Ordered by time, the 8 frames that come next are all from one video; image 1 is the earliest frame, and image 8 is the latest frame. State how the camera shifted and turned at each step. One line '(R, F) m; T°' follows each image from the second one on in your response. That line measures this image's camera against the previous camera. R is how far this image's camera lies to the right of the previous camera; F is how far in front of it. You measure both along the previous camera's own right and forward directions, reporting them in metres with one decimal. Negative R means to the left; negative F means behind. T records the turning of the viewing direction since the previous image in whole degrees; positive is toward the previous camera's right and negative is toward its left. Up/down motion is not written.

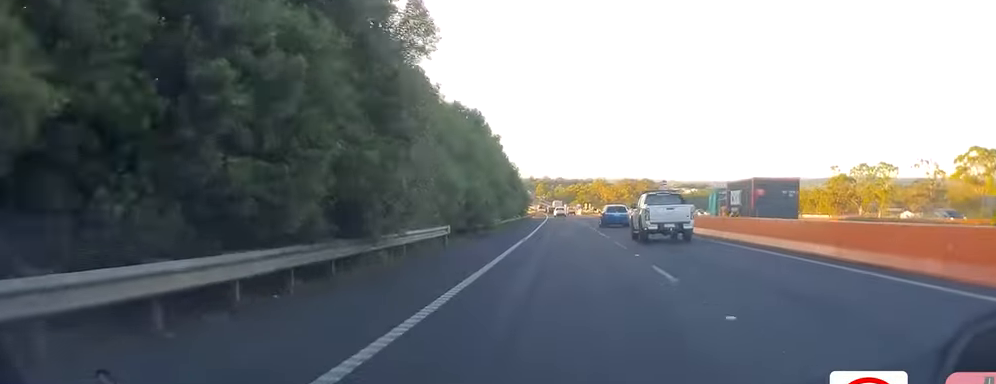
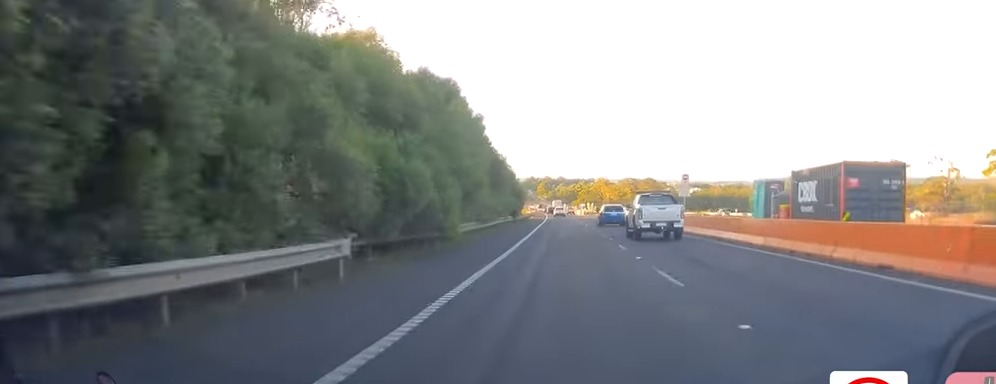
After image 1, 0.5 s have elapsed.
(+0.3, +11.7) m; +1°
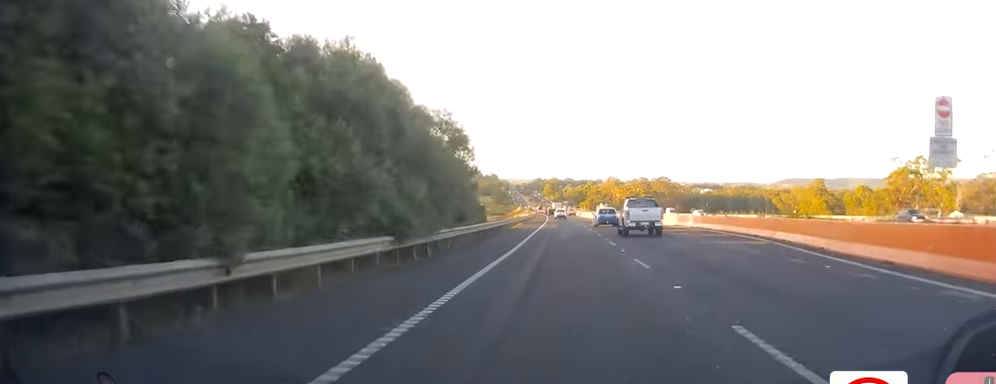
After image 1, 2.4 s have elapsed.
(-0.1, +40.6) m; -1°
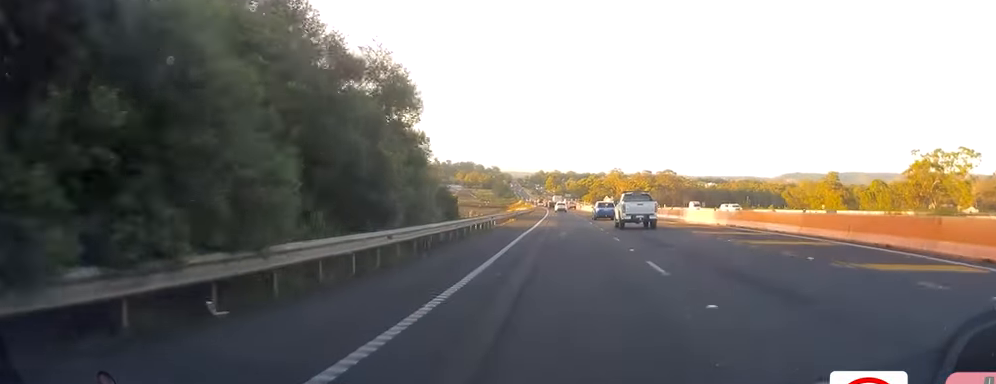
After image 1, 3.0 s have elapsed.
(-0.1, +14.2) m; 0°
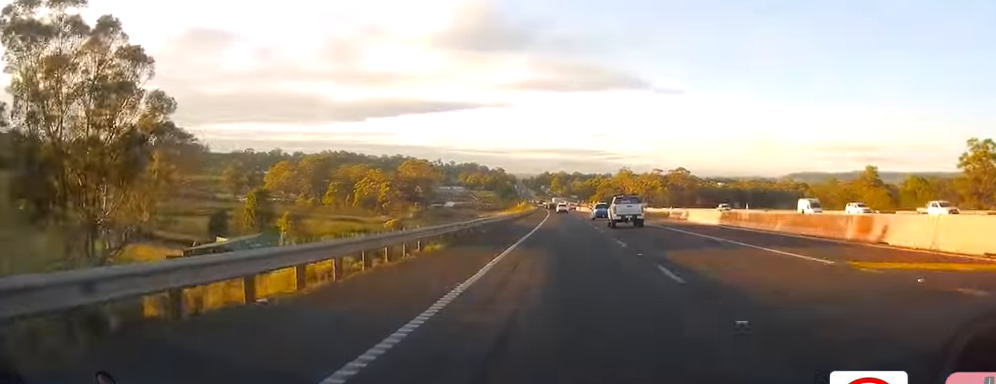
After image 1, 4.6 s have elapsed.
(+0.1, +35.2) m; +1°
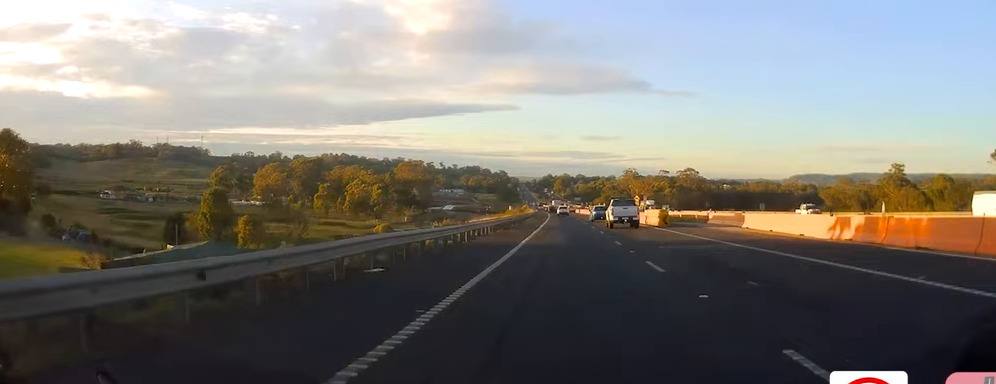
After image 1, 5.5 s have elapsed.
(-0.1, +20.3) m; -1°
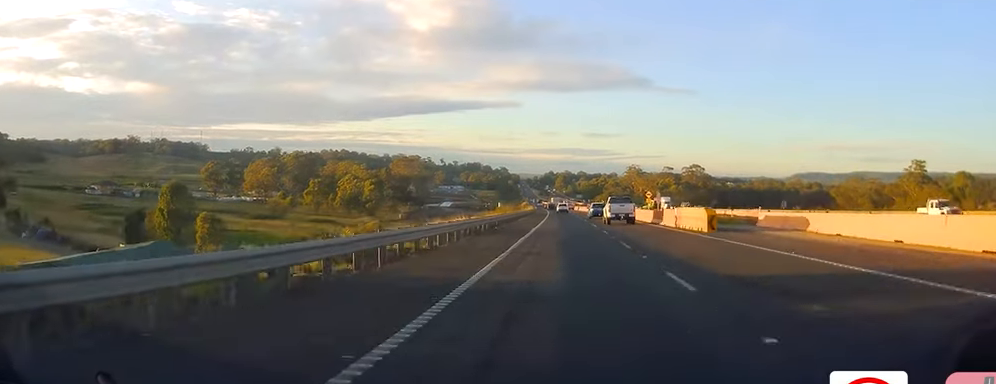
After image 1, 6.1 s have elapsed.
(-0.1, +14.9) m; 0°
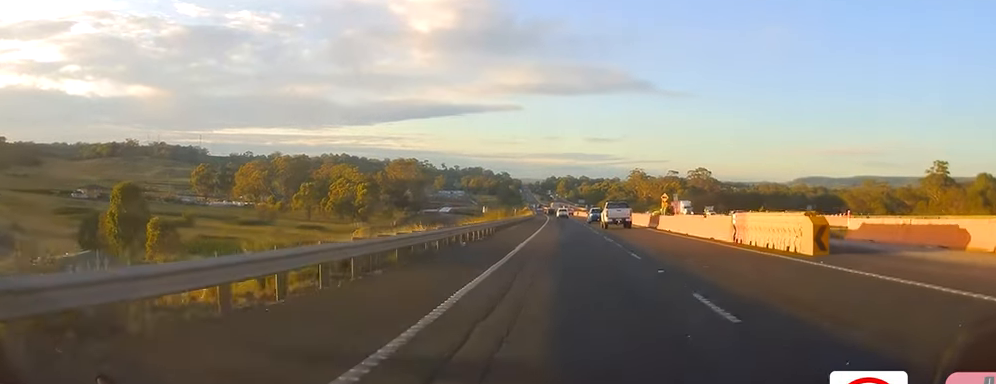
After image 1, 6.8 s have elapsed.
(-0.2, +14.2) m; 0°
